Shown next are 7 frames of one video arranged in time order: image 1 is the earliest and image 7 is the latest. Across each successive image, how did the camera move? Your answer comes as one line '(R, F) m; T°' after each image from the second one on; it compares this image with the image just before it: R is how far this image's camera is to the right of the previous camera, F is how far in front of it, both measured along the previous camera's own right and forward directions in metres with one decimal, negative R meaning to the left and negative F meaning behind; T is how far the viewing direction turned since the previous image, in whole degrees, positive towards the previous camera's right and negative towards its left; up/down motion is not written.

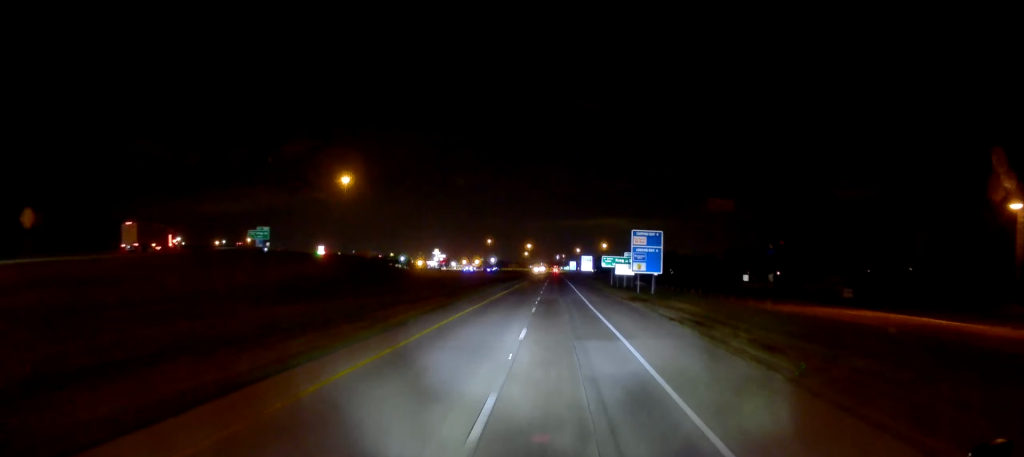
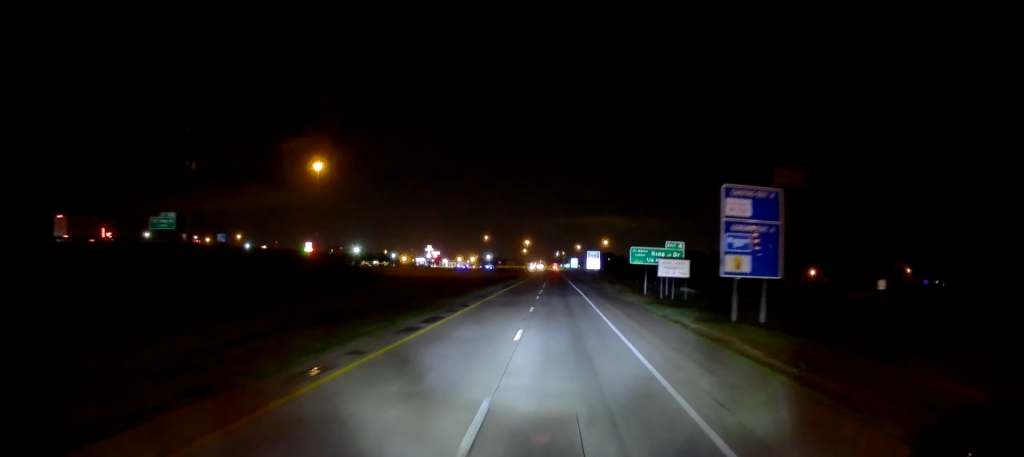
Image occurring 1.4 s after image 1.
(+0.8, +35.9) m; +2°
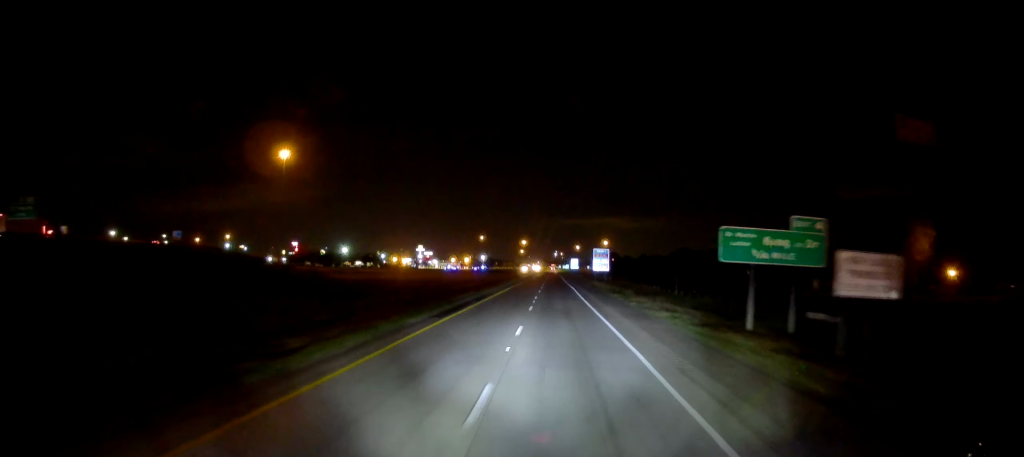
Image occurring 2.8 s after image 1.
(-0.1, +34.6) m; 0°
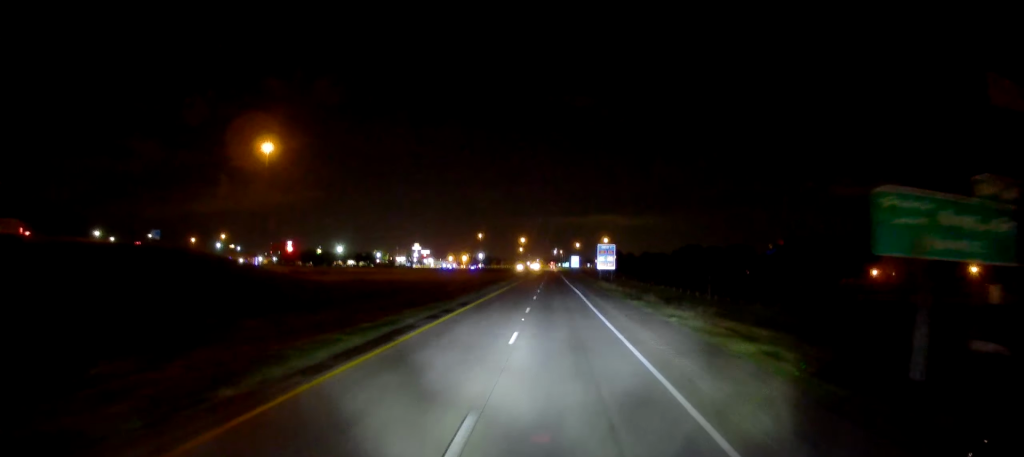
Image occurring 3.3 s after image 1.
(0.0, +14.2) m; 0°
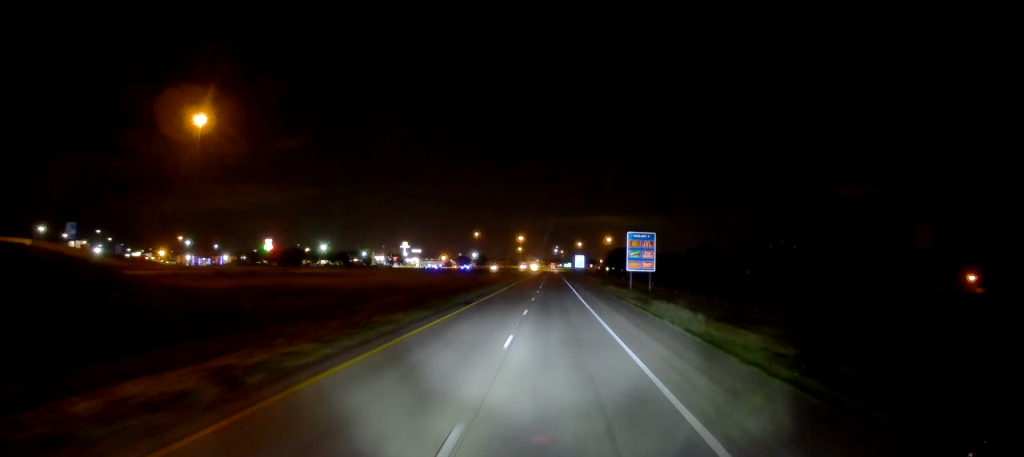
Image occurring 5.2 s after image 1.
(+0.7, +48.8) m; 0°
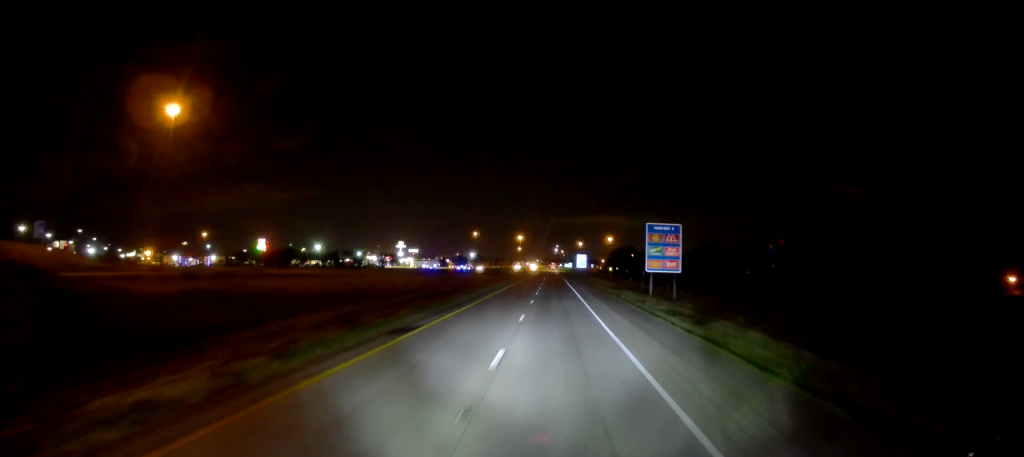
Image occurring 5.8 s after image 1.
(-0.4, +15.4) m; 0°
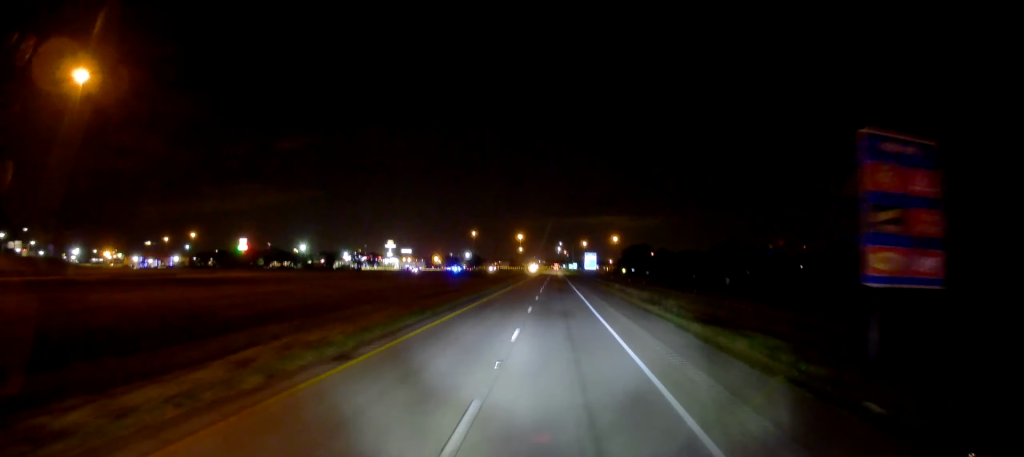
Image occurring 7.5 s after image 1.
(+0.1, +42.8) m; 0°
